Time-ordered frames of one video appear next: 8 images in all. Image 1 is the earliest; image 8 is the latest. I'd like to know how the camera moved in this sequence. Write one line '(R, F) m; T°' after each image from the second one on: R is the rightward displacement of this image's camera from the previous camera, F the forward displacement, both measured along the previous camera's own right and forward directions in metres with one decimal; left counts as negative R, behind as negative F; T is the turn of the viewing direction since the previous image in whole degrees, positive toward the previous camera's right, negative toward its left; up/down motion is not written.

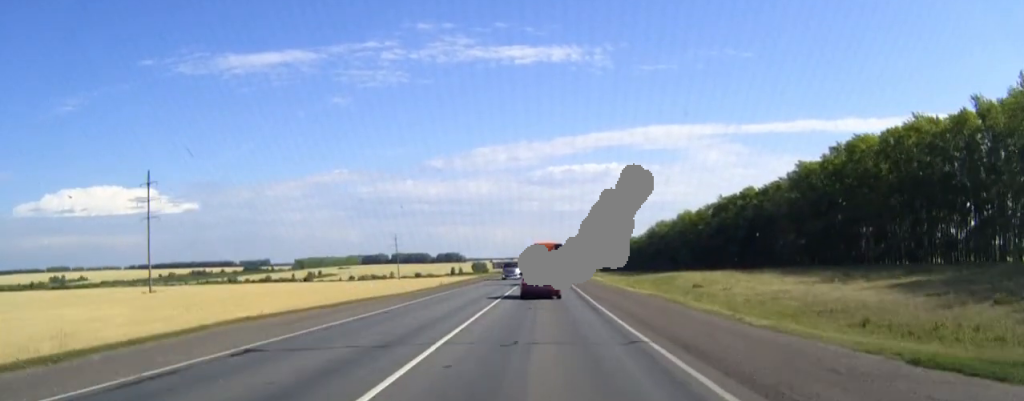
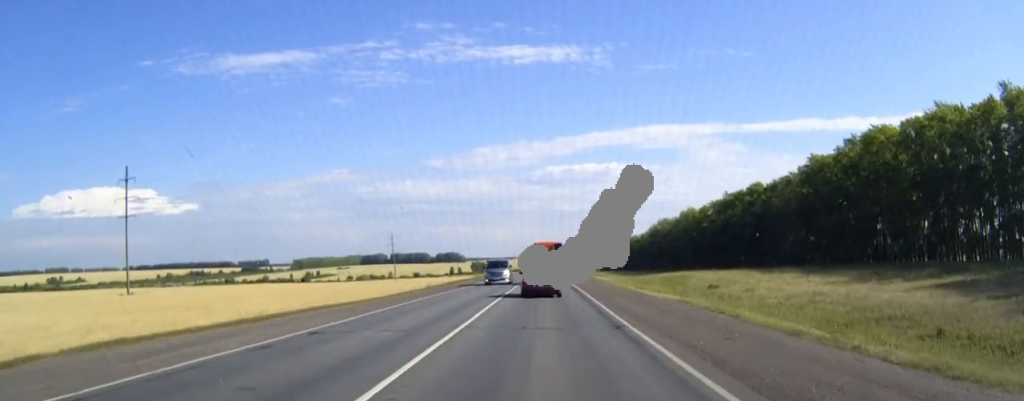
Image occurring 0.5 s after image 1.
(0.0, +7.9) m; 0°
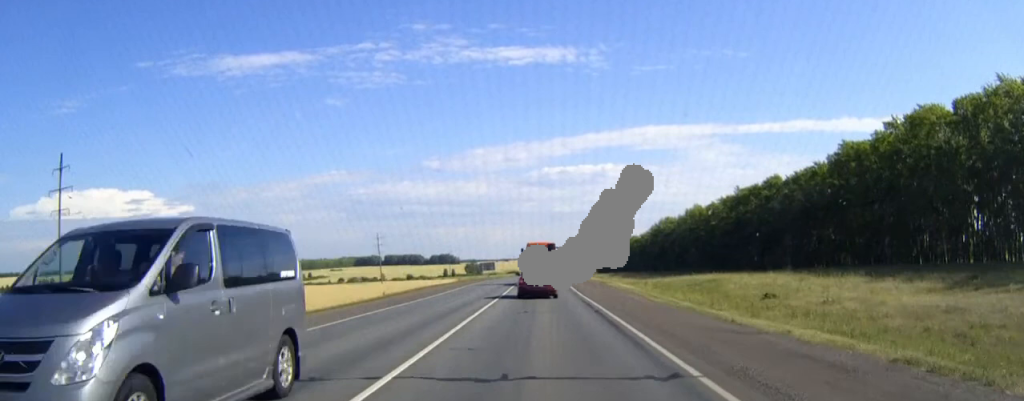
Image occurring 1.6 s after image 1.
(0.0, +19.3) m; 0°
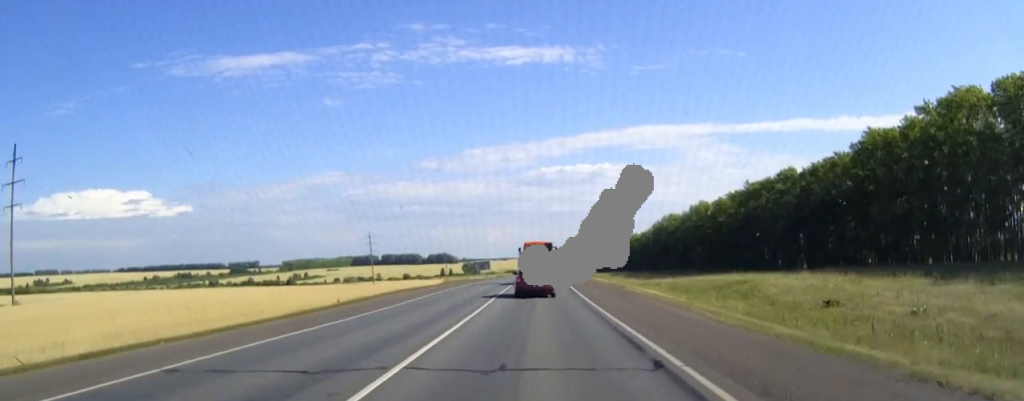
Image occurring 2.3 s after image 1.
(0.0, +12.1) m; 0°
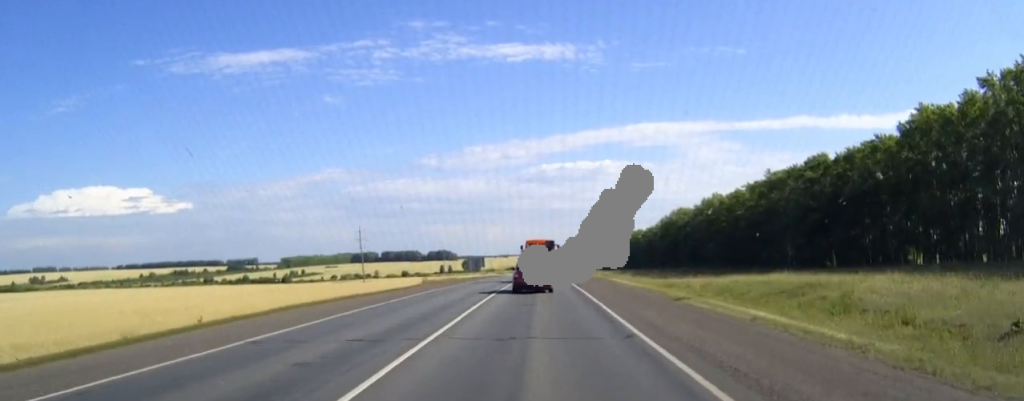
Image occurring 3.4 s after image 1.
(0.0, +18.5) m; 0°
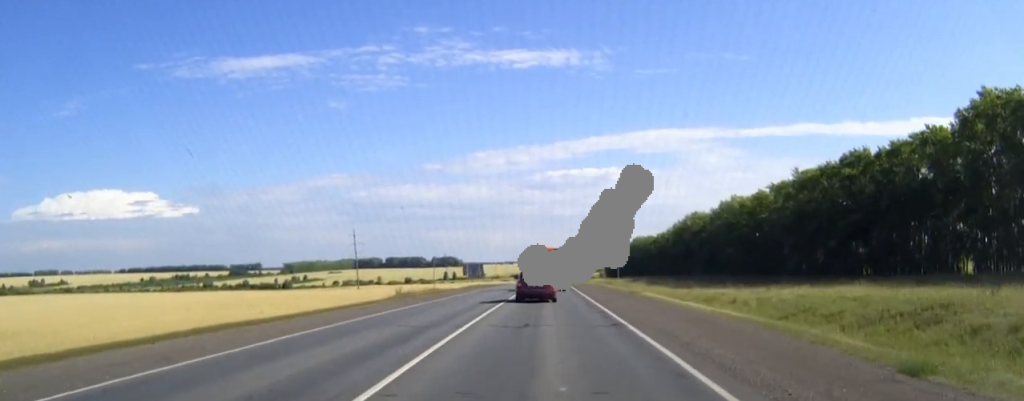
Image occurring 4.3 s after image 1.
(0.0, +16.8) m; 0°
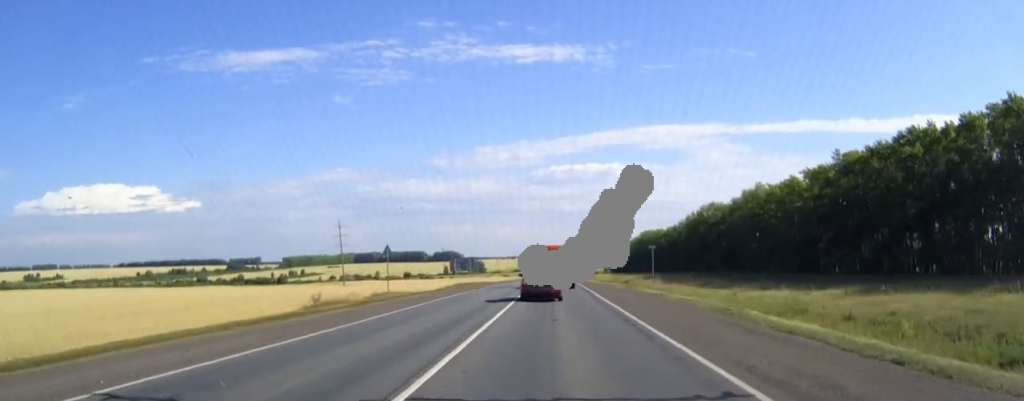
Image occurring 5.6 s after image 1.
(-0.1, +22.8) m; 0°
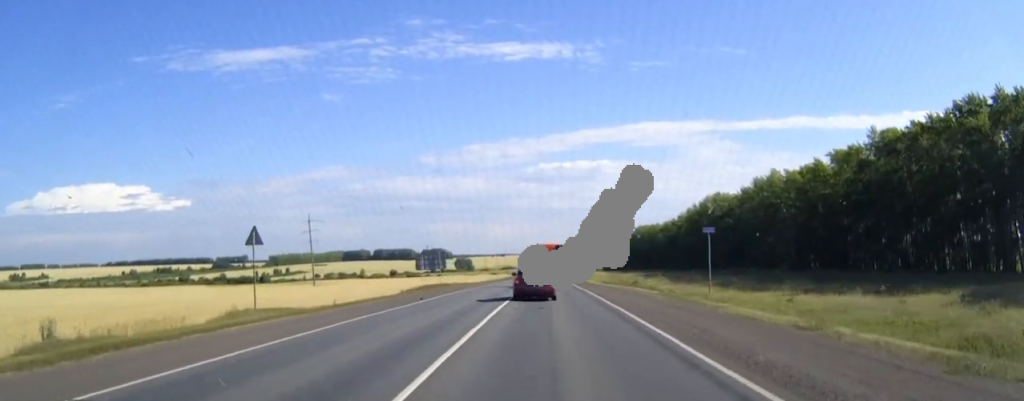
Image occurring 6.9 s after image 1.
(0.0, +21.8) m; 0°
